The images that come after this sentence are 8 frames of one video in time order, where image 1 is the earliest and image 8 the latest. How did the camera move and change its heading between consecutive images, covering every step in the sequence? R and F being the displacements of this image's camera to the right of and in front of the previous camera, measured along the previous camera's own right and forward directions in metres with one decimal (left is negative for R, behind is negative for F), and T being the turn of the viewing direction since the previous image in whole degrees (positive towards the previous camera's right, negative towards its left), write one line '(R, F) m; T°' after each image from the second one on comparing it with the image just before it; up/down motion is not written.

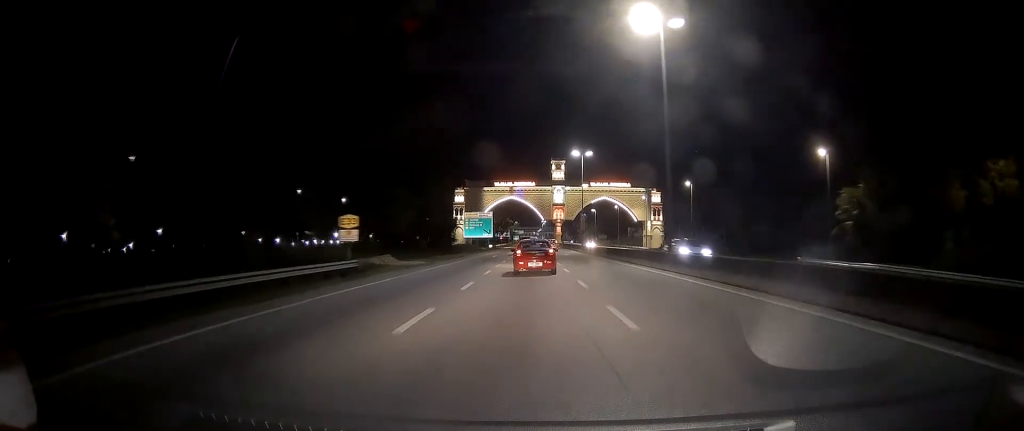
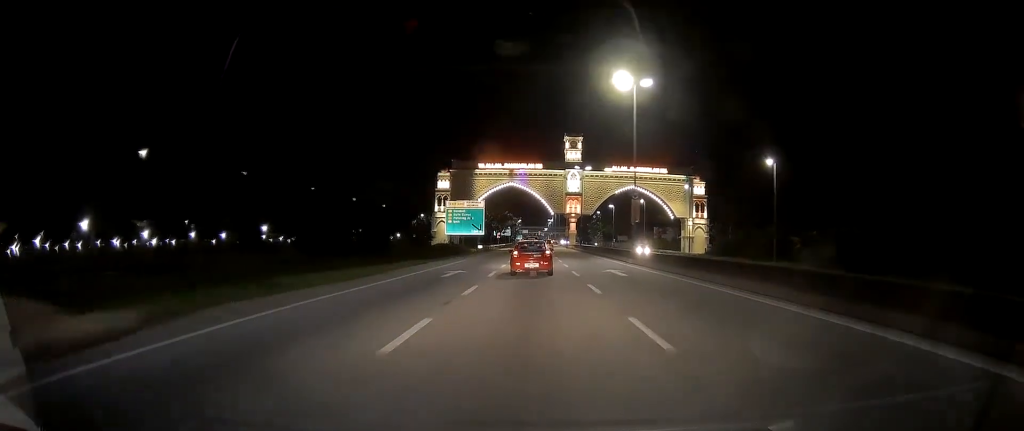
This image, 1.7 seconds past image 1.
(-1.0, +33.7) m; -2°
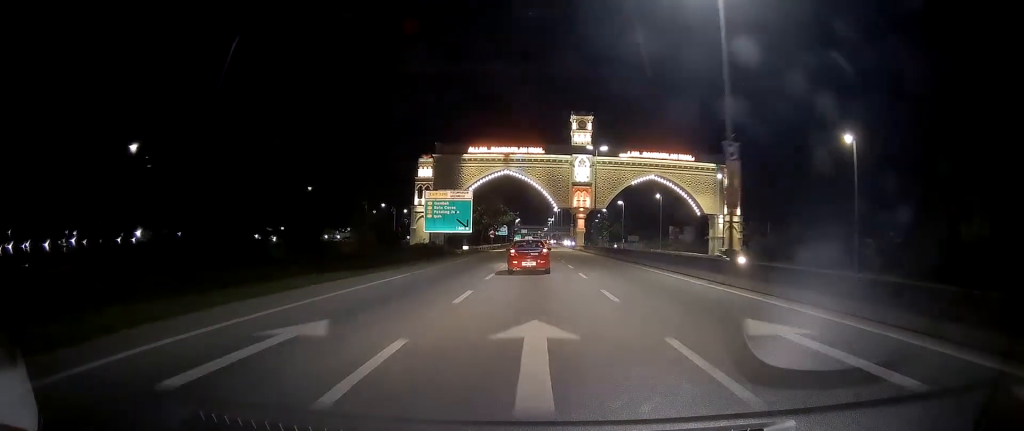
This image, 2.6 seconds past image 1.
(0.0, +18.5) m; 0°
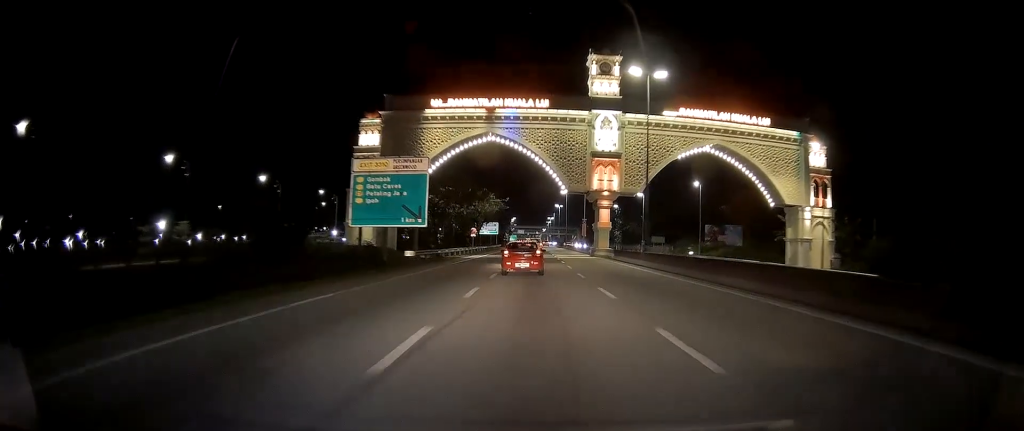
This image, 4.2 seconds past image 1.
(+0.1, +31.1) m; 0°
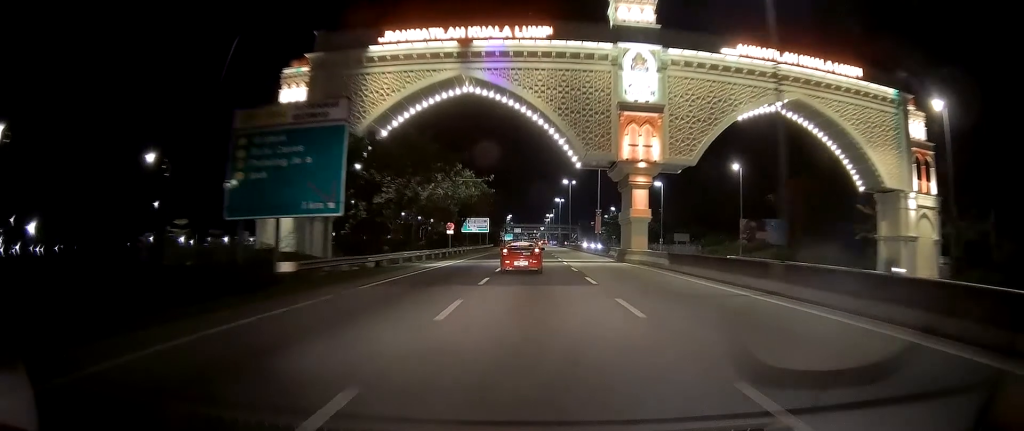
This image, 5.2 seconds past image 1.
(0.0, +19.8) m; 0°
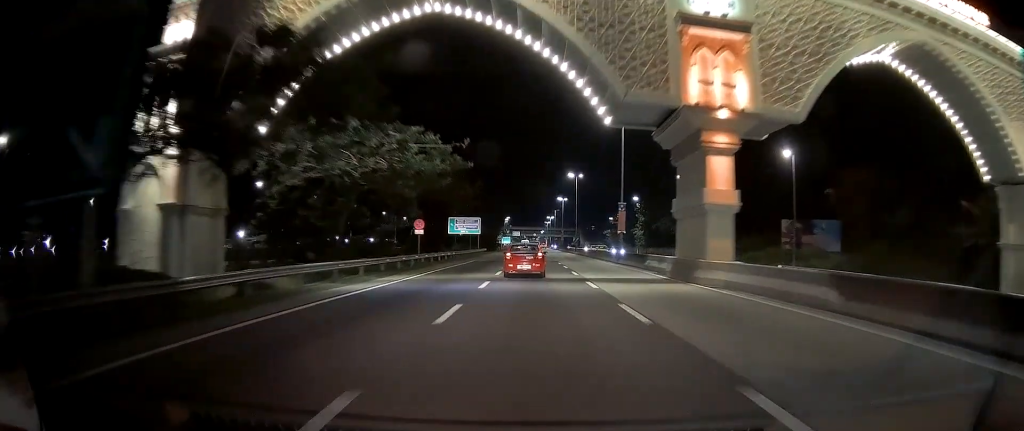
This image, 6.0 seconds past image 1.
(0.0, +15.8) m; 0°
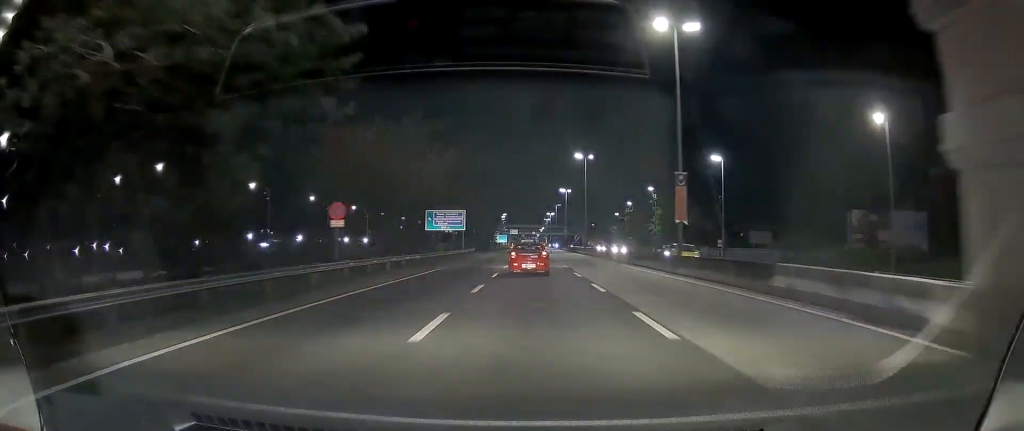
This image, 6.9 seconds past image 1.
(0.0, +17.8) m; 0°
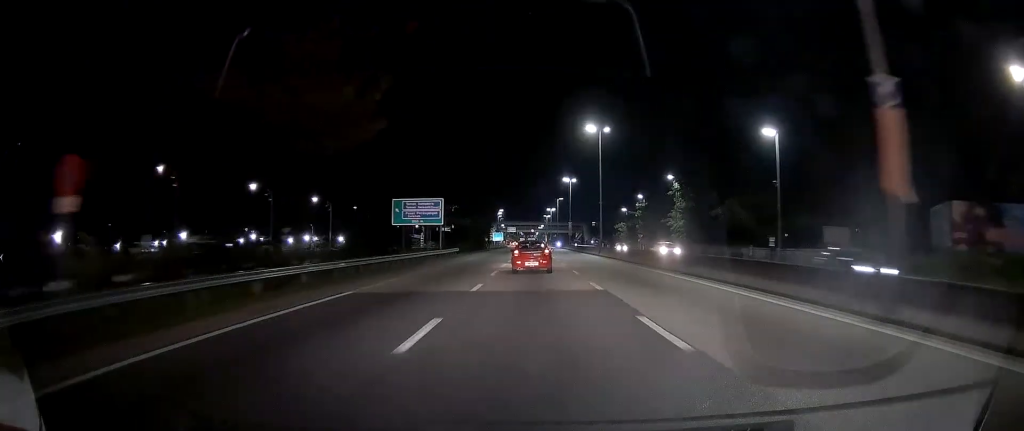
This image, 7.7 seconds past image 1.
(0.0, +16.5) m; 0°
